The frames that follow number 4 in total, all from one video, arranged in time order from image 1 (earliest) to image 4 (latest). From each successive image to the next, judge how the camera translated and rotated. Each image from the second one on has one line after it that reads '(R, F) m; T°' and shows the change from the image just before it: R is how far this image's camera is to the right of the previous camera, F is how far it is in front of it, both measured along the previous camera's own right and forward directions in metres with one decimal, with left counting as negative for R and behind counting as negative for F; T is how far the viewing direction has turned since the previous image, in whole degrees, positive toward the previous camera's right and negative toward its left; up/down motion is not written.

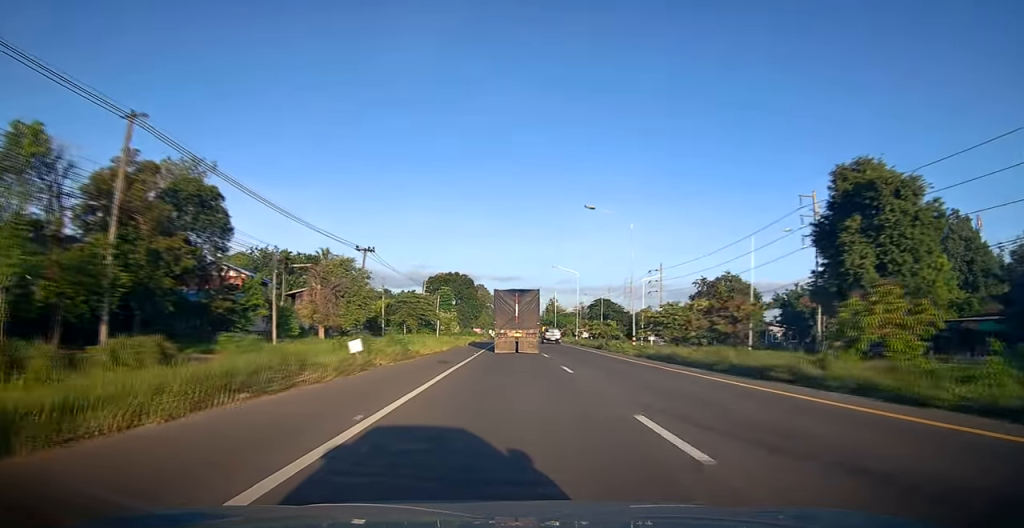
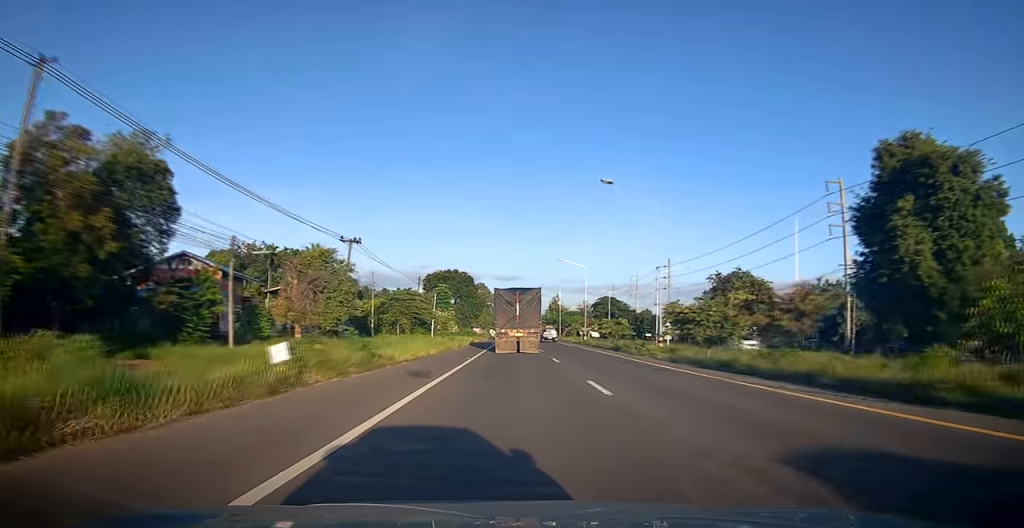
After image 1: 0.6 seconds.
(0.0, +6.2) m; 0°
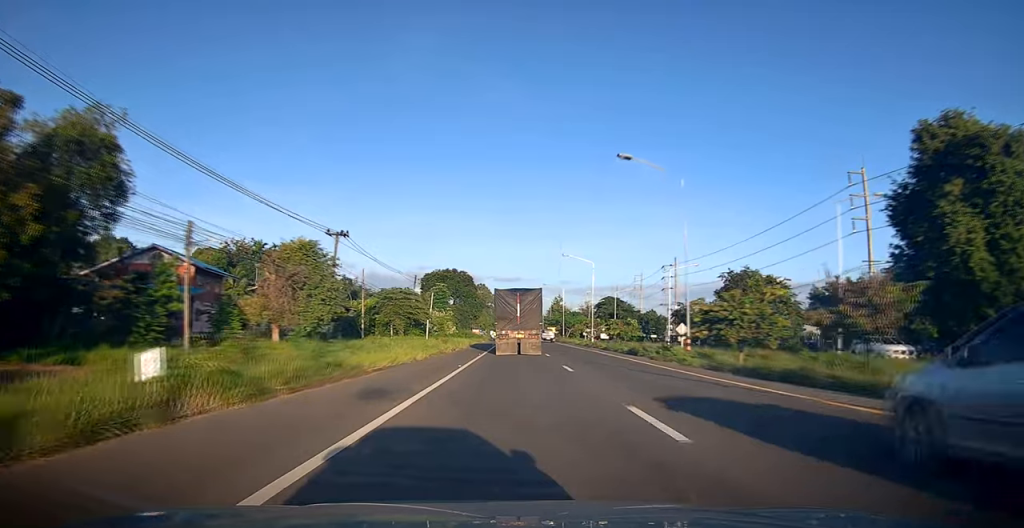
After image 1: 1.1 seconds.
(0.0, +4.6) m; 0°
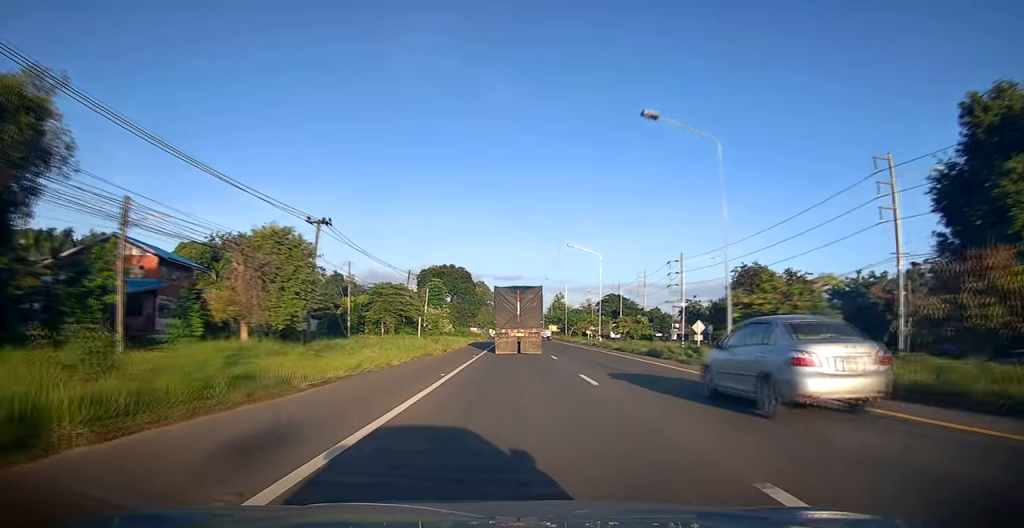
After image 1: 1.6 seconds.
(0.0, +5.0) m; 0°
